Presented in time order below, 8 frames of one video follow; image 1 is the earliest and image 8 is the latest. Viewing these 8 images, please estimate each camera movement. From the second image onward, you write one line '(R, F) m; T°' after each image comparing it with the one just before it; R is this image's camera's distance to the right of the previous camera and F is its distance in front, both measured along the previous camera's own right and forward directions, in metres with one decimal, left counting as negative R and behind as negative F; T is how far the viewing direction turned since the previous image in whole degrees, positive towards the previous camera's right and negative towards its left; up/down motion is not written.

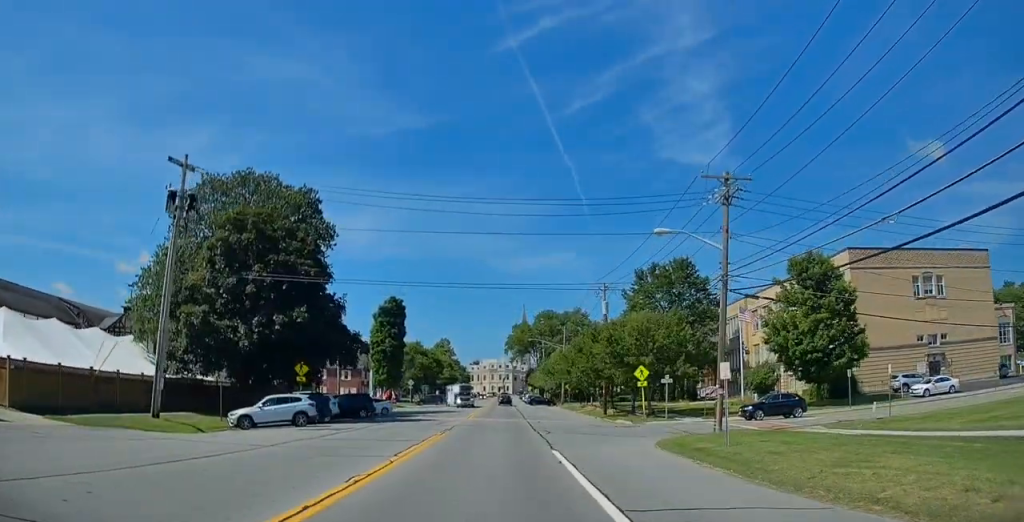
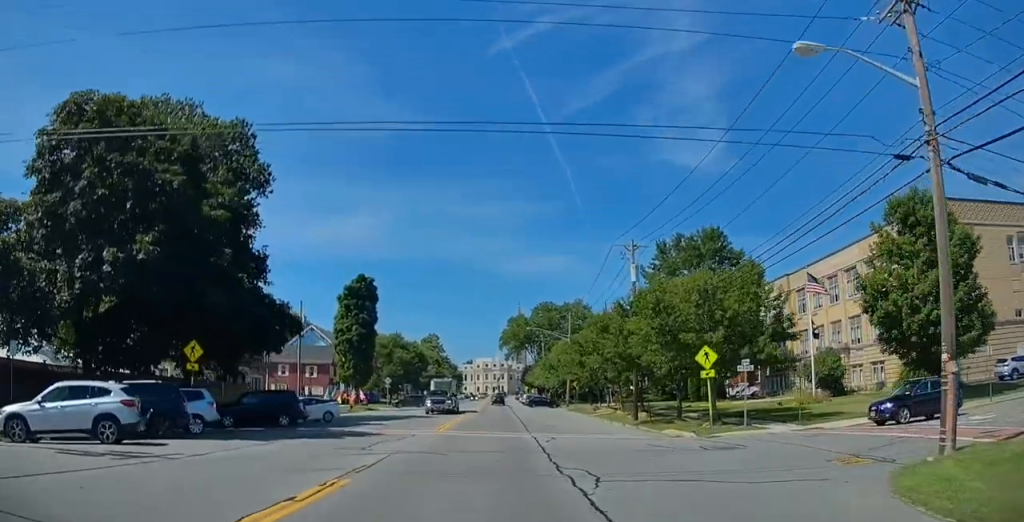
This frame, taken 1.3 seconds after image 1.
(+0.2, +15.8) m; +1°
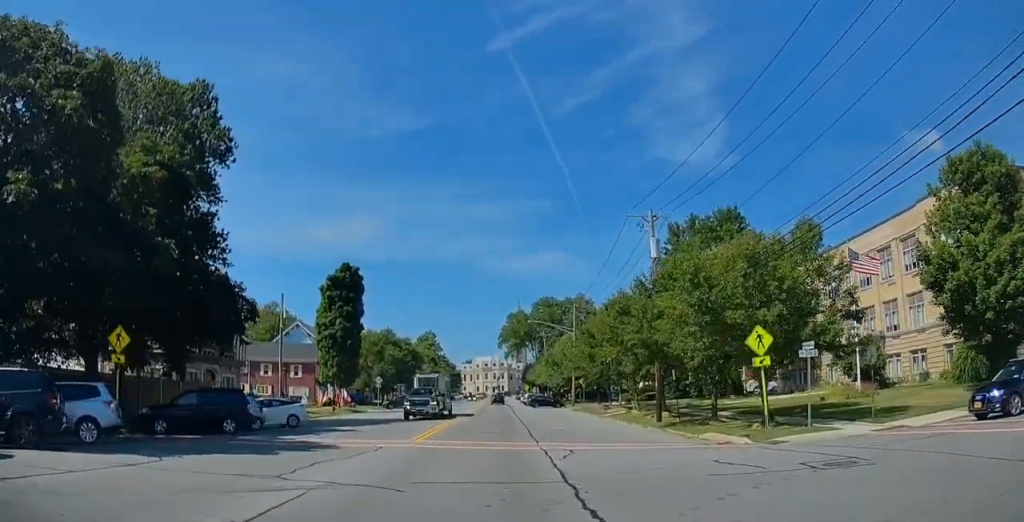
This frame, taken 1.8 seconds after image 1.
(0.0, +6.8) m; 0°
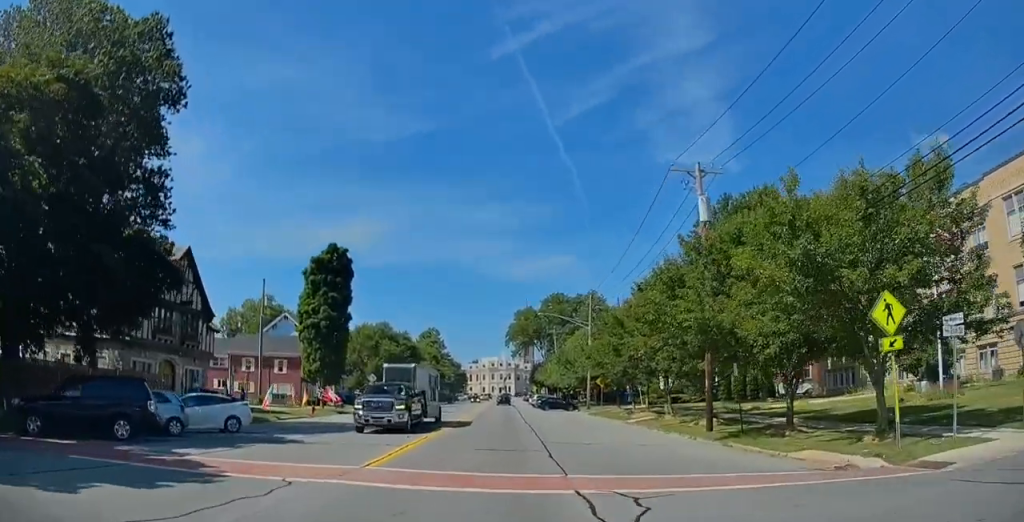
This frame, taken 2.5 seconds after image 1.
(-0.1, +8.0) m; -1°
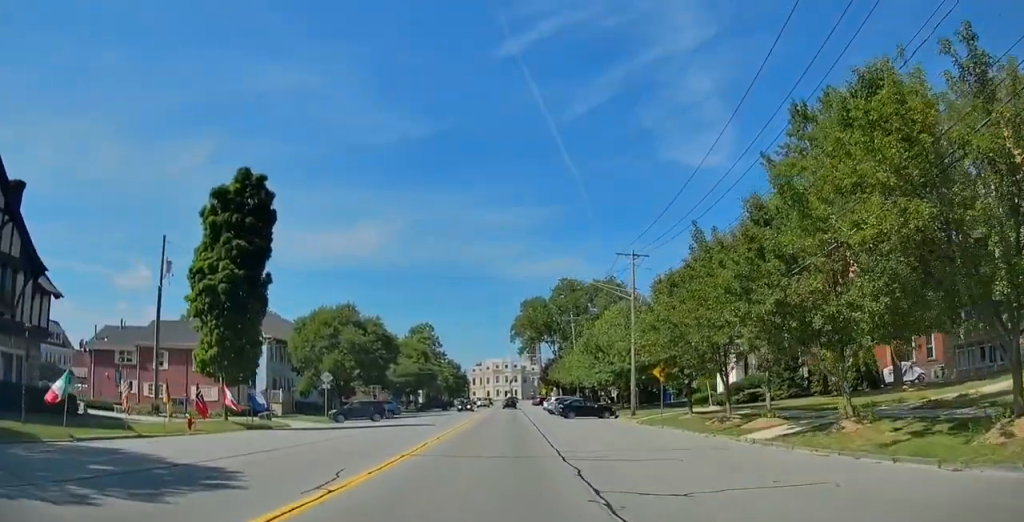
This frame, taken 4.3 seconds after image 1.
(-0.4, +21.7) m; -2°
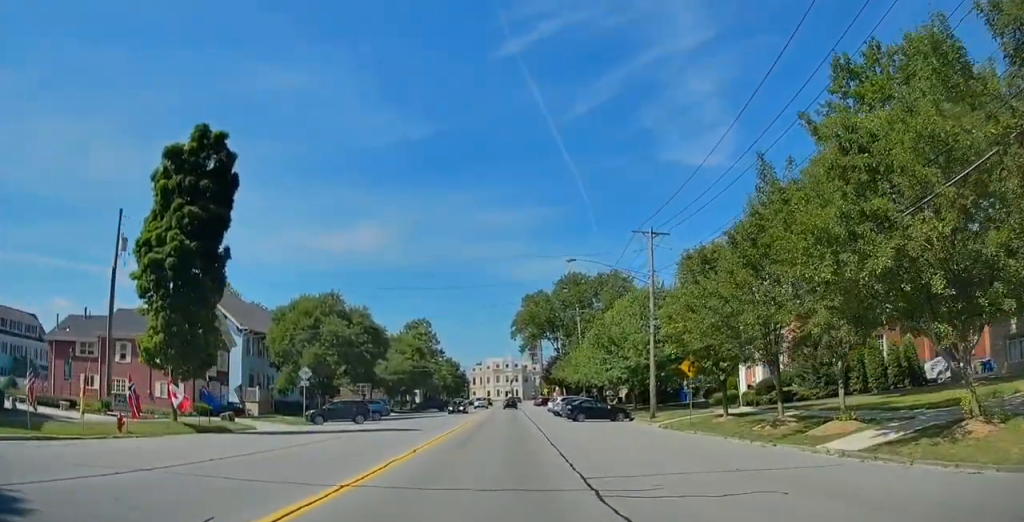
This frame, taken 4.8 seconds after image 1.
(0.0, +6.0) m; 0°
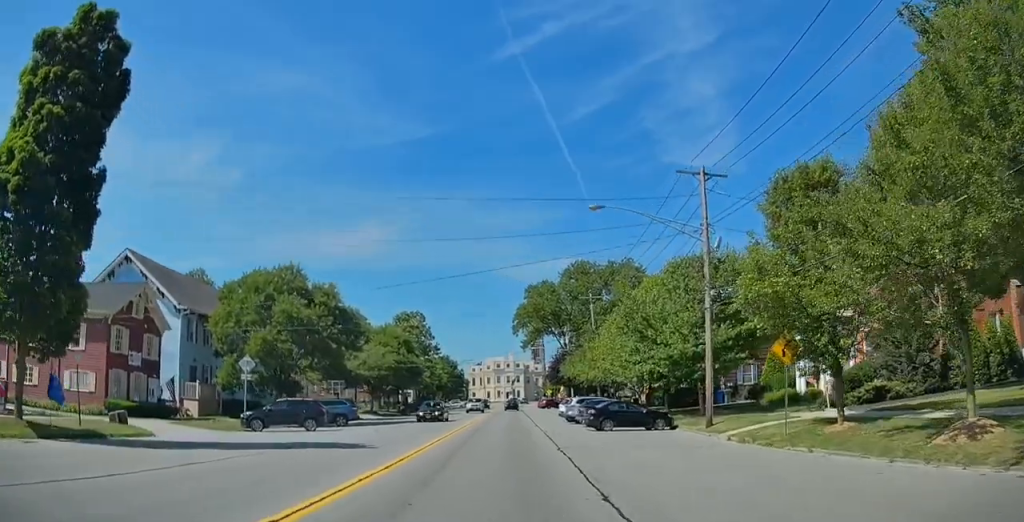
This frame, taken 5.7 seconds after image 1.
(+0.1, +11.0) m; 0°
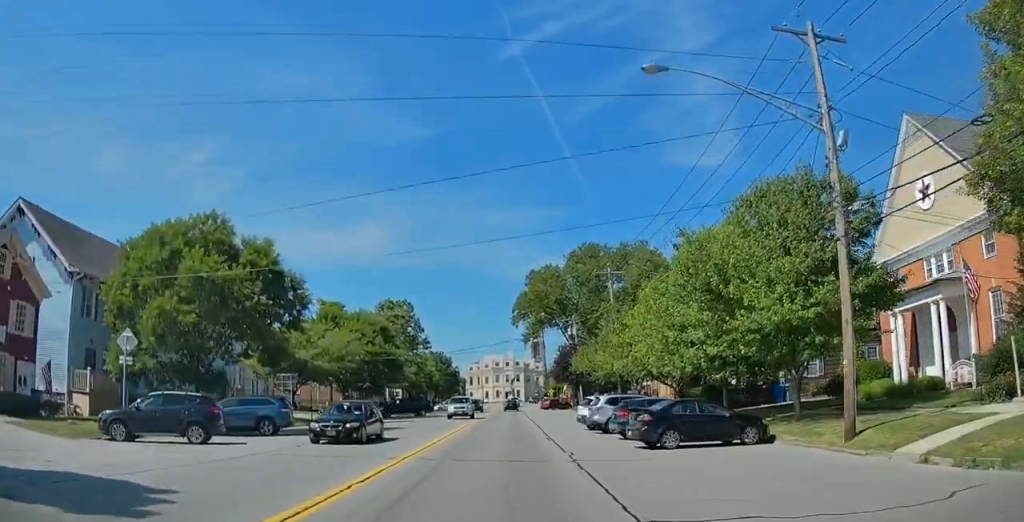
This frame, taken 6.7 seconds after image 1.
(0.0, +12.5) m; +1°
